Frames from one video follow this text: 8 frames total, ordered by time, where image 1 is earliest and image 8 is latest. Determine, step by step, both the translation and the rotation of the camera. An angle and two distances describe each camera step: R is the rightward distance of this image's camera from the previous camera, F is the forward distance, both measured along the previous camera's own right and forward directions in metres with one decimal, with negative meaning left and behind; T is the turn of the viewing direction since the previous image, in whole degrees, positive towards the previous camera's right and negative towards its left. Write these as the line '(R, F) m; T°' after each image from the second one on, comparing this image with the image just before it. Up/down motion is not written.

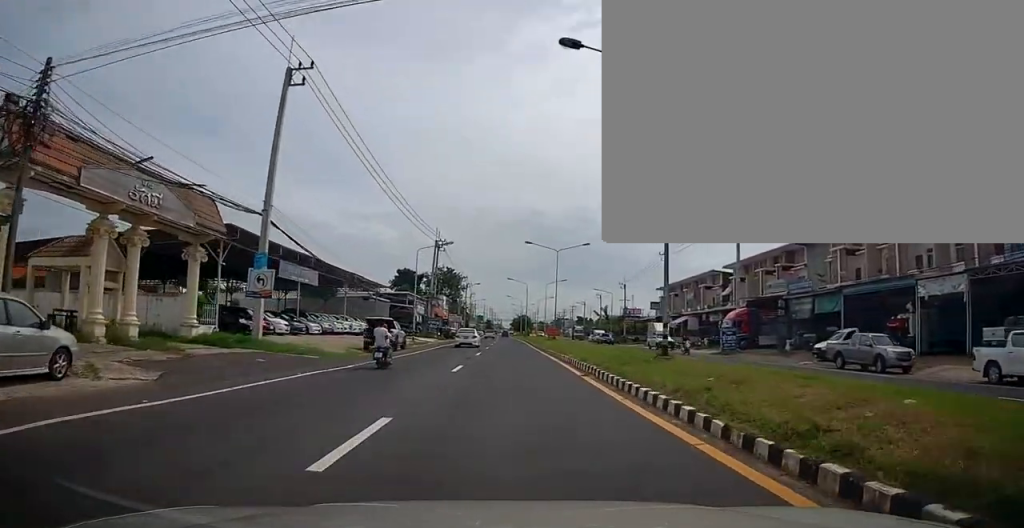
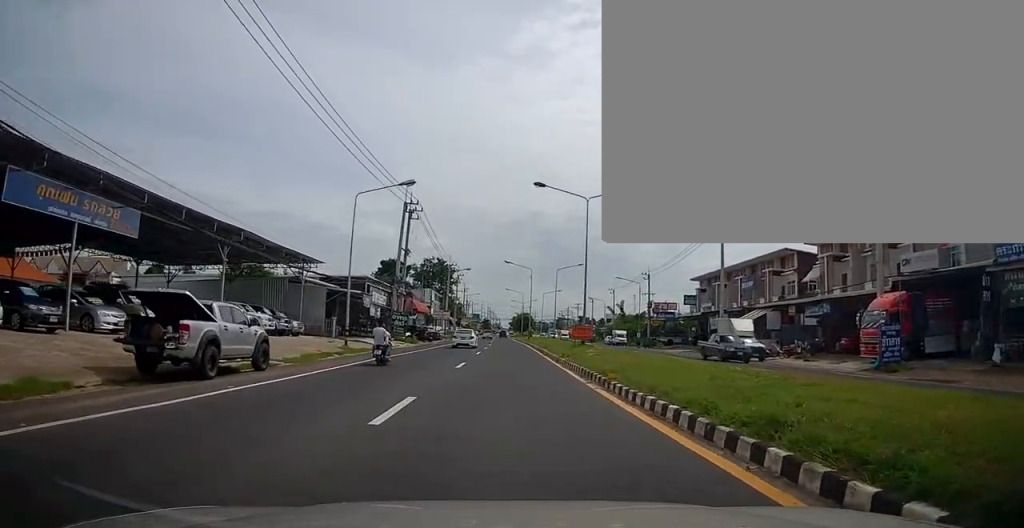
(-0.8, +21.2) m; -1°
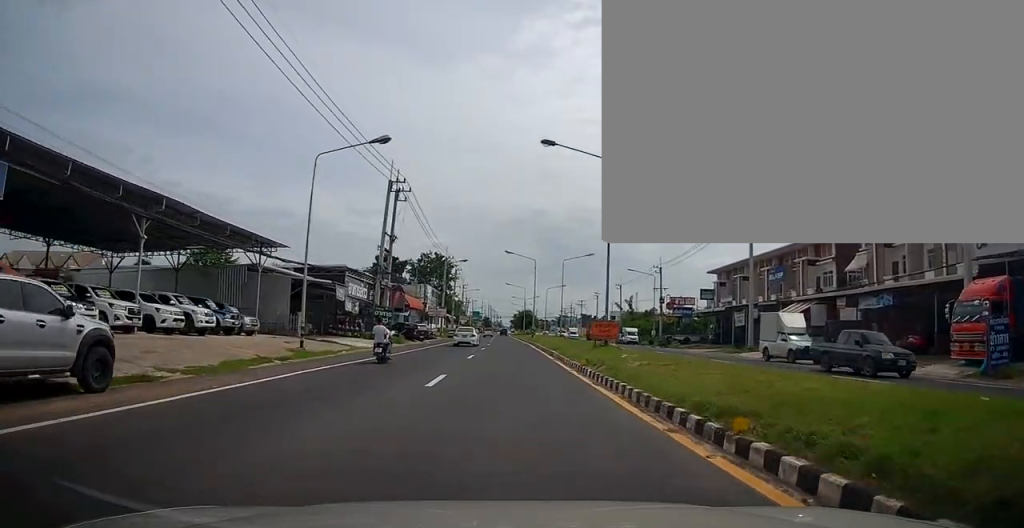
(+0.3, +7.3) m; +2°
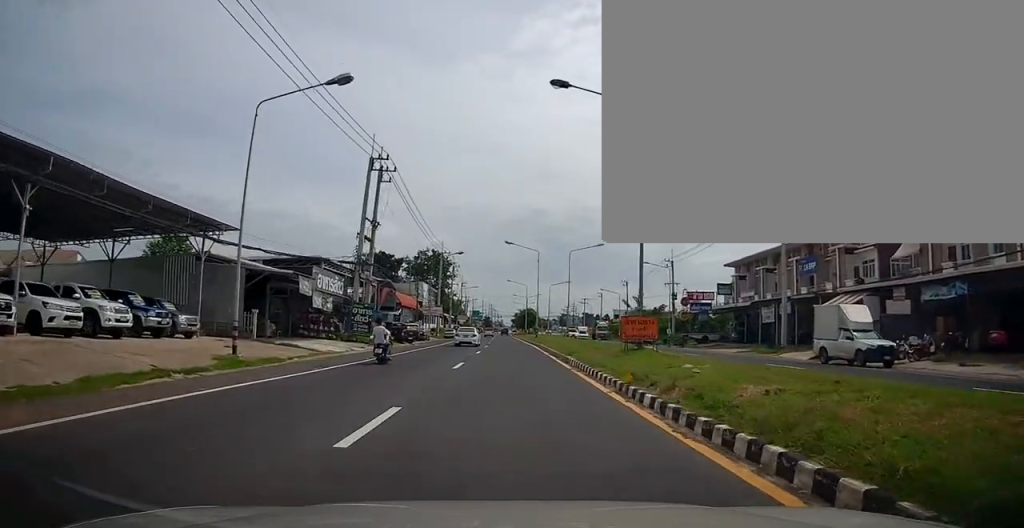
(+0.1, +6.4) m; +1°
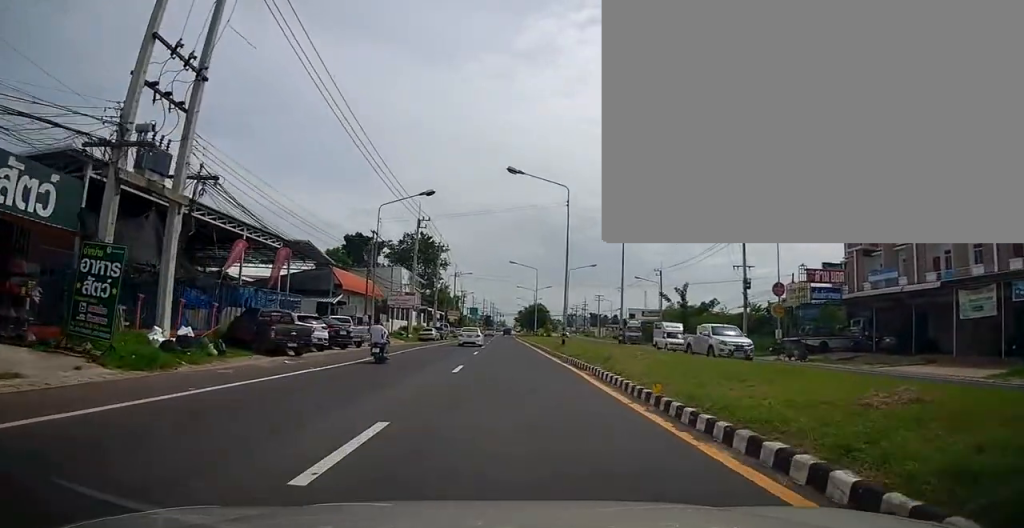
(+0.2, +25.8) m; 0°
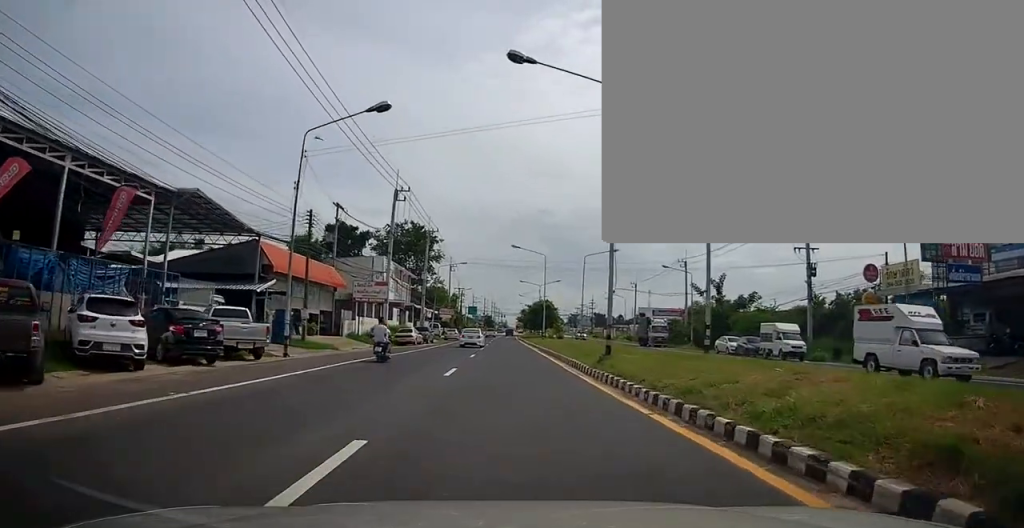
(-0.1, +13.4) m; 0°
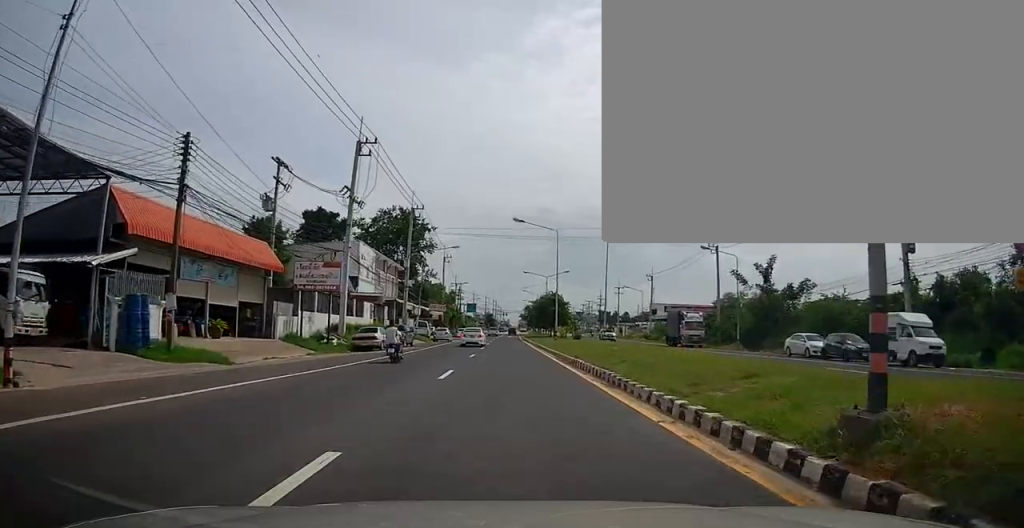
(+0.1, +12.8) m; 0°
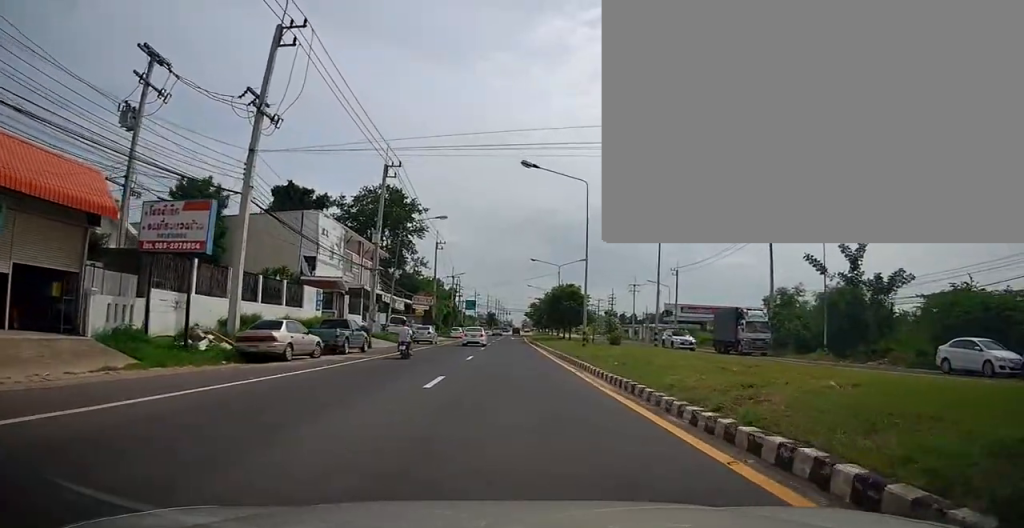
(-0.1, +14.7) m; -3°
